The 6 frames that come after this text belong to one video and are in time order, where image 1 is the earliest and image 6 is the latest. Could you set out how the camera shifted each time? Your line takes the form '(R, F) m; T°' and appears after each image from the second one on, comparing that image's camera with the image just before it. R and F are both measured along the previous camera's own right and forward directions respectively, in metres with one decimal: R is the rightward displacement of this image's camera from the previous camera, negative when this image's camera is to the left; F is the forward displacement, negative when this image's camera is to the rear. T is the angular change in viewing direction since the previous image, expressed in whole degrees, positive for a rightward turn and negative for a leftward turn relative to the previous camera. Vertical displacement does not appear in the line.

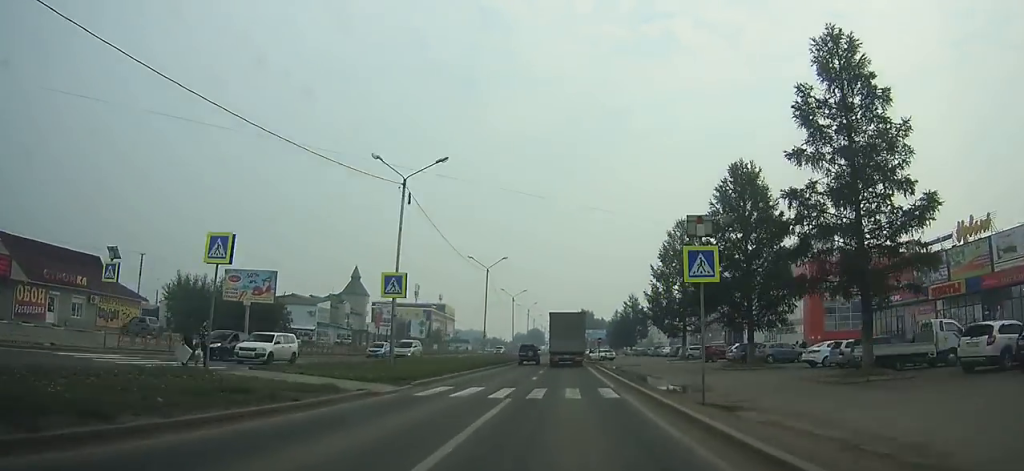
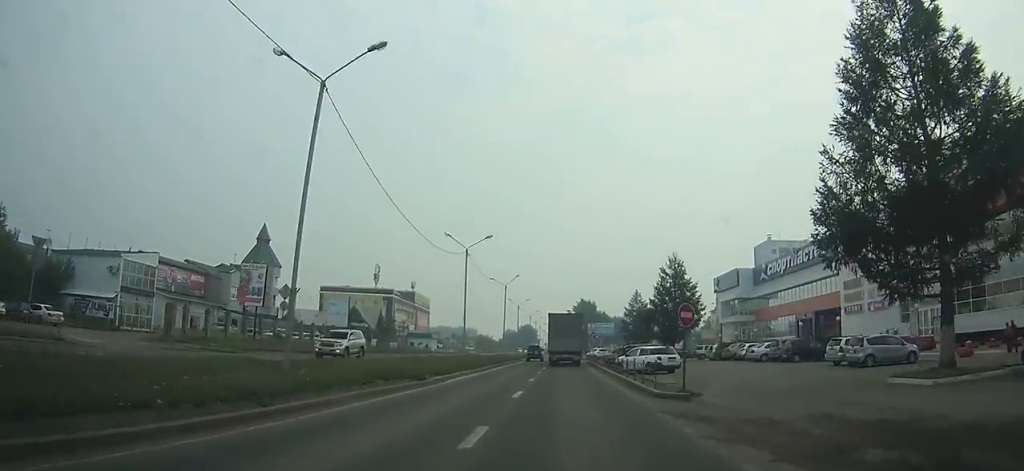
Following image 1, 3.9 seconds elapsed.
(+0.2, +42.1) m; +1°
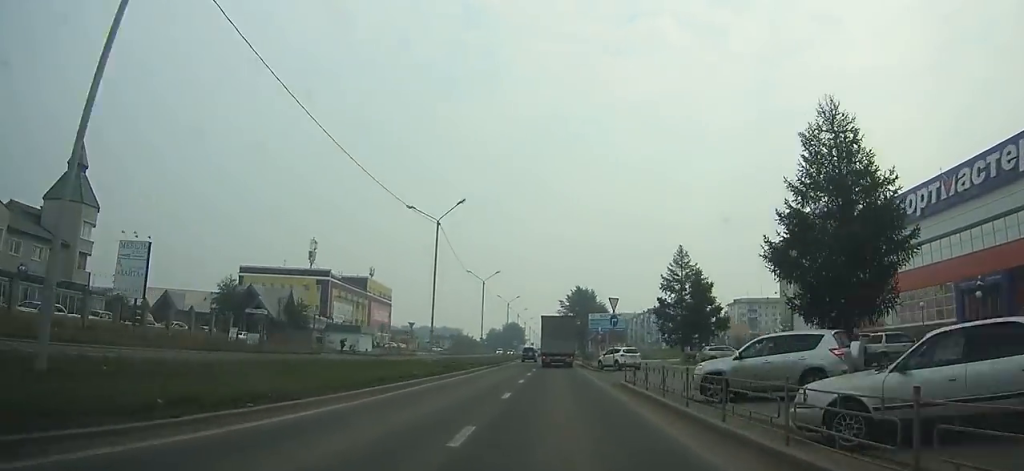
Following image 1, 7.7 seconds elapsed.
(+0.2, +38.5) m; 0°
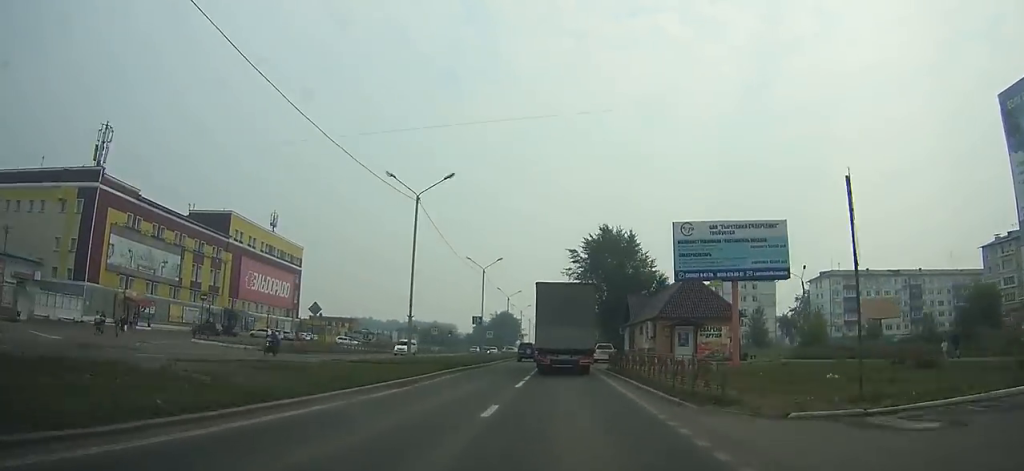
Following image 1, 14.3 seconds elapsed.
(-0.2, +59.2) m; 0°
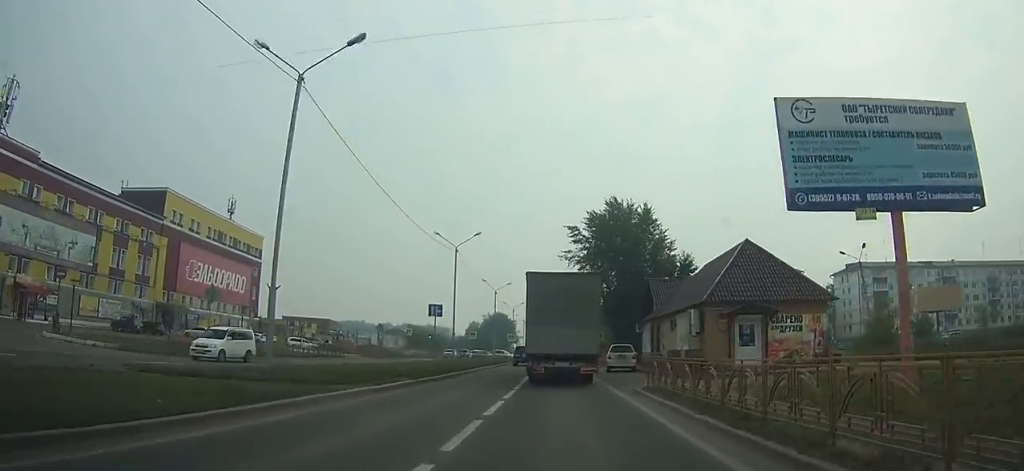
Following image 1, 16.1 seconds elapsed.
(0.0, +15.4) m; 0°
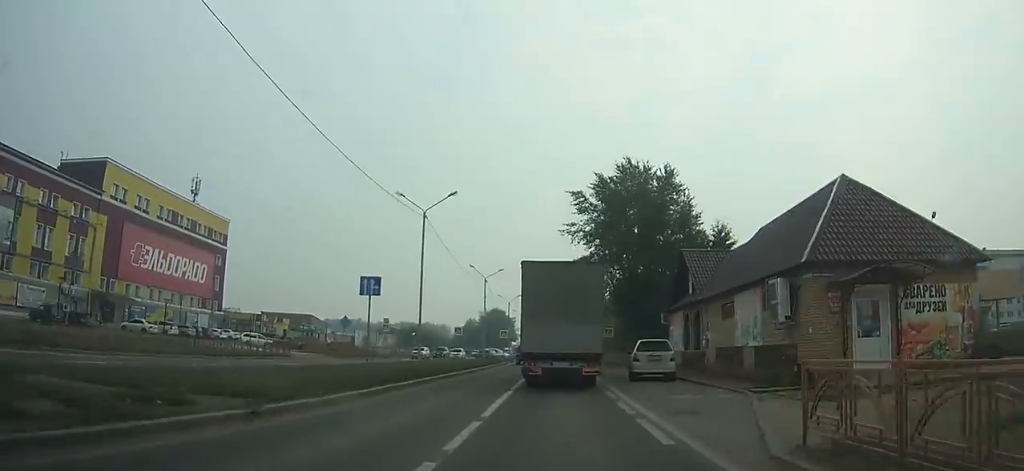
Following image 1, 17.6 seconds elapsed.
(0.0, +12.9) m; 0°
